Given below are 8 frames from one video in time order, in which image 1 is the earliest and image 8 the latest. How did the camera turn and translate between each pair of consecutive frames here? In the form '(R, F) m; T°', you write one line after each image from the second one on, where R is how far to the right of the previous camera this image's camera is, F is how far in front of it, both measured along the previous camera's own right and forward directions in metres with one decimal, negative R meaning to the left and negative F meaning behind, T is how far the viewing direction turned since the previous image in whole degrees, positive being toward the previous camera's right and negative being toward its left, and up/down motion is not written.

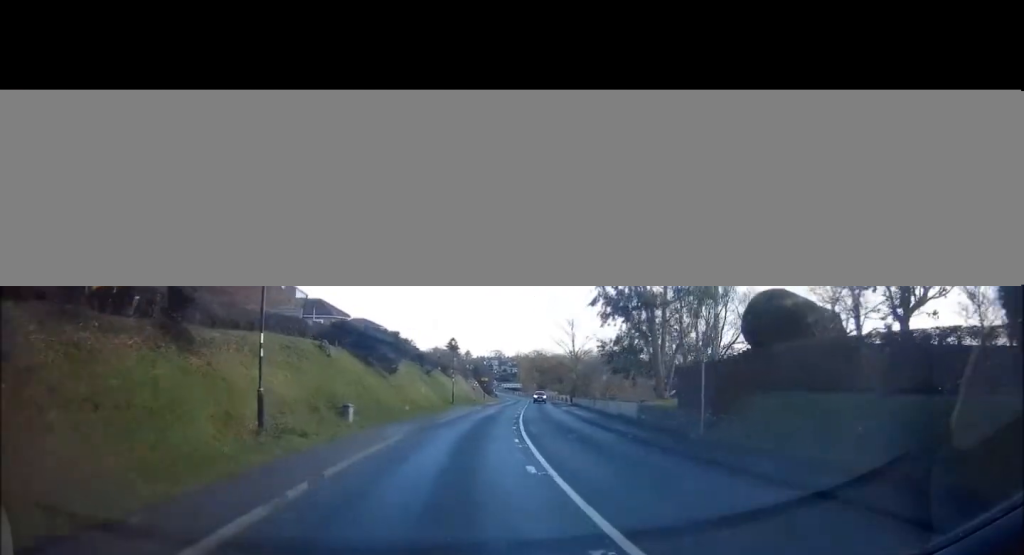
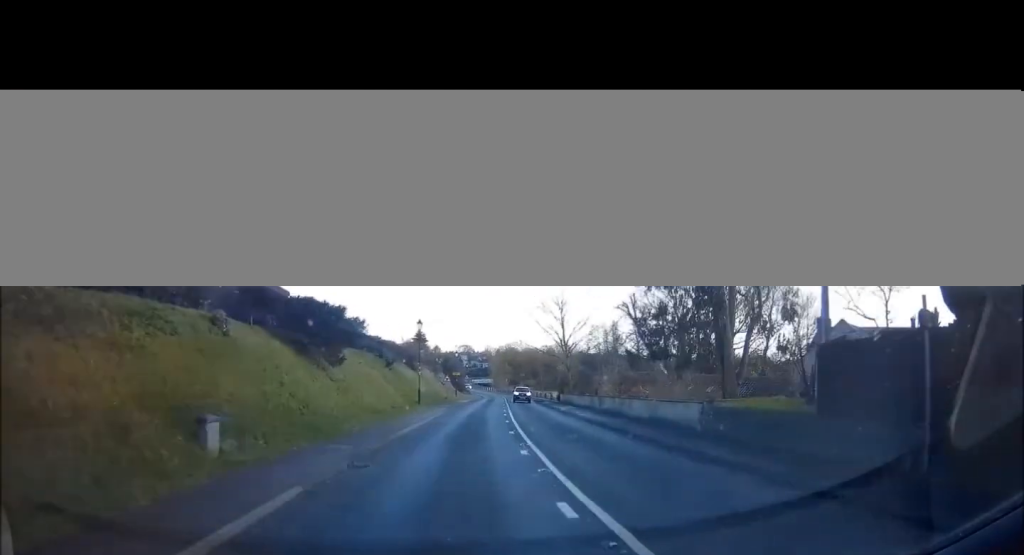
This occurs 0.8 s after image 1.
(0.0, +9.2) m; +3°
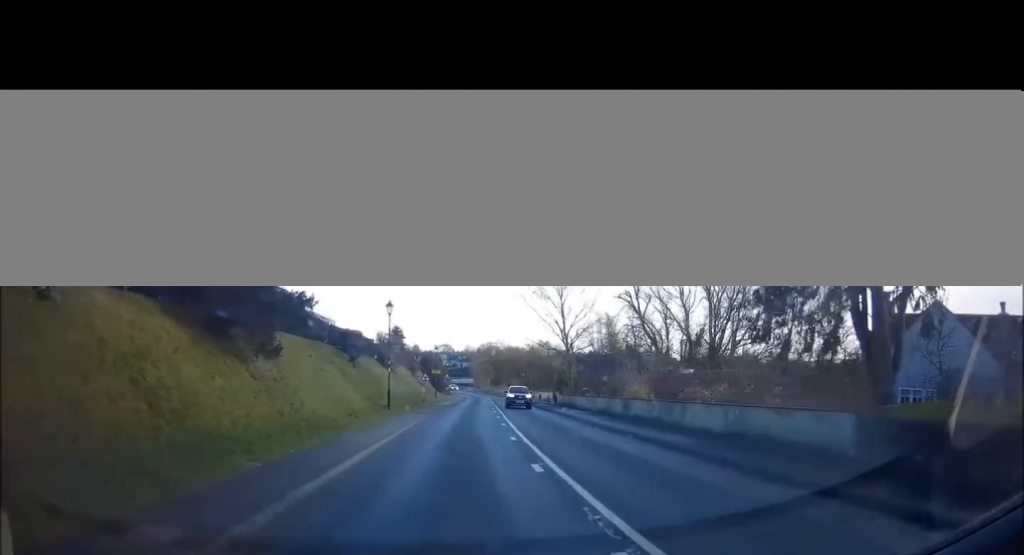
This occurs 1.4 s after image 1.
(+0.5, +7.8) m; +3°
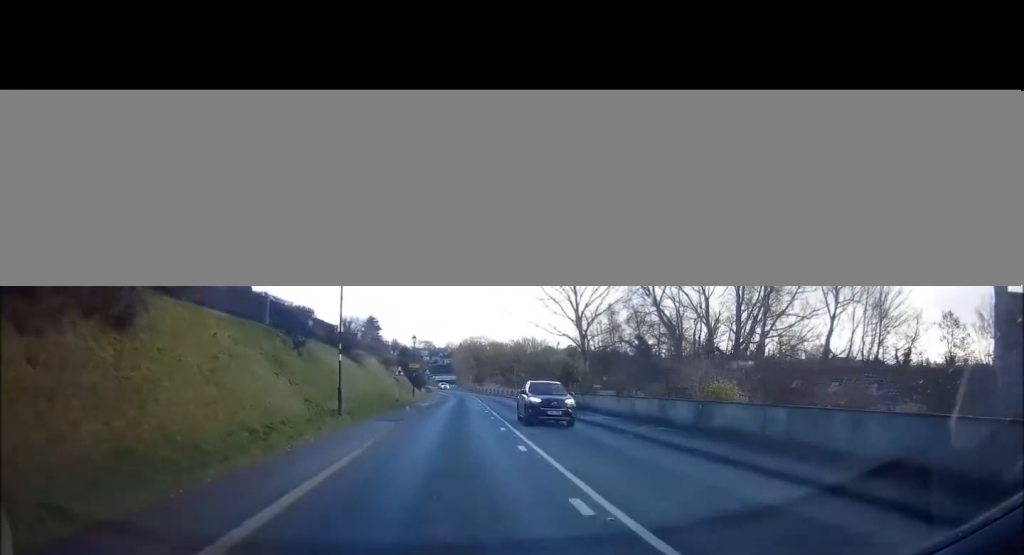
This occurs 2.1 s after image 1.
(+0.3, +9.0) m; +3°
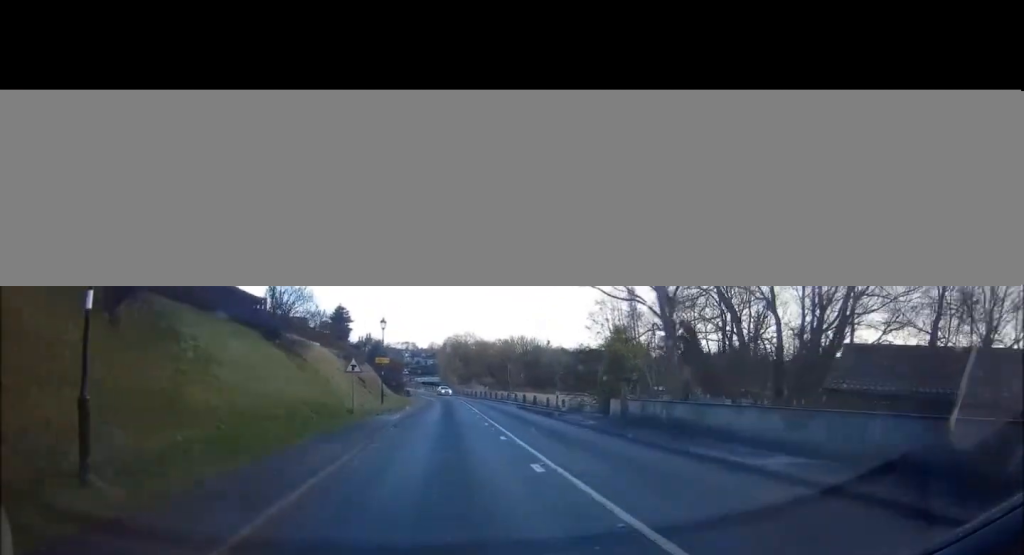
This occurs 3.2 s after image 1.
(+0.3, +13.7) m; +2°
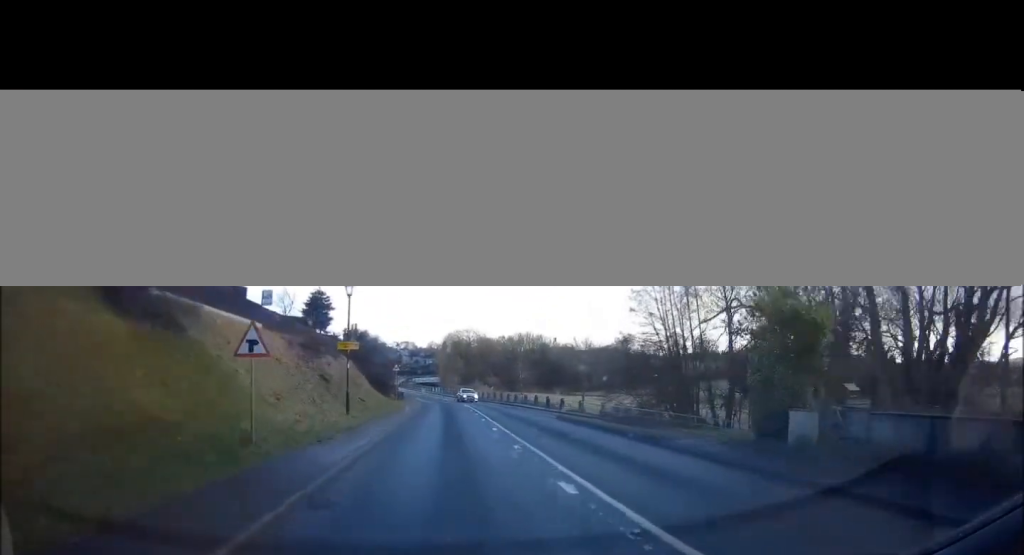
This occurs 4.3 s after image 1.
(+0.1, +13.1) m; 0°
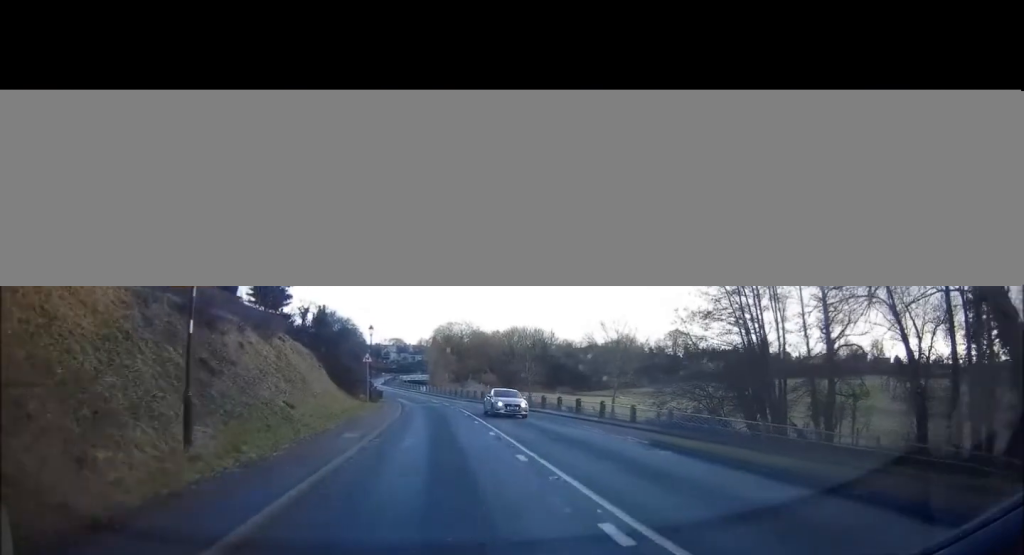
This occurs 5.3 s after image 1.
(-0.1, +13.6) m; +1°
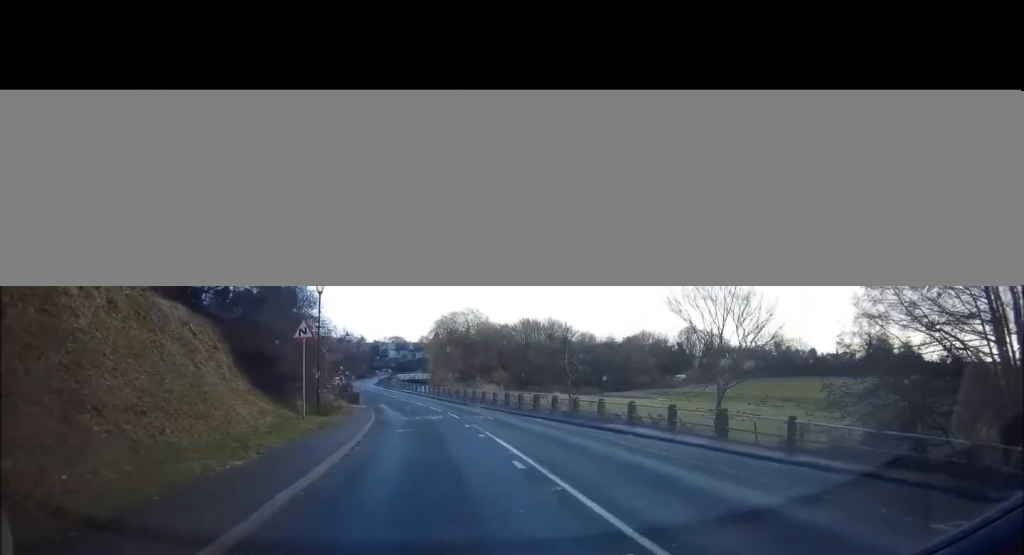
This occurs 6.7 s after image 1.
(+0.6, +17.7) m; +1°
